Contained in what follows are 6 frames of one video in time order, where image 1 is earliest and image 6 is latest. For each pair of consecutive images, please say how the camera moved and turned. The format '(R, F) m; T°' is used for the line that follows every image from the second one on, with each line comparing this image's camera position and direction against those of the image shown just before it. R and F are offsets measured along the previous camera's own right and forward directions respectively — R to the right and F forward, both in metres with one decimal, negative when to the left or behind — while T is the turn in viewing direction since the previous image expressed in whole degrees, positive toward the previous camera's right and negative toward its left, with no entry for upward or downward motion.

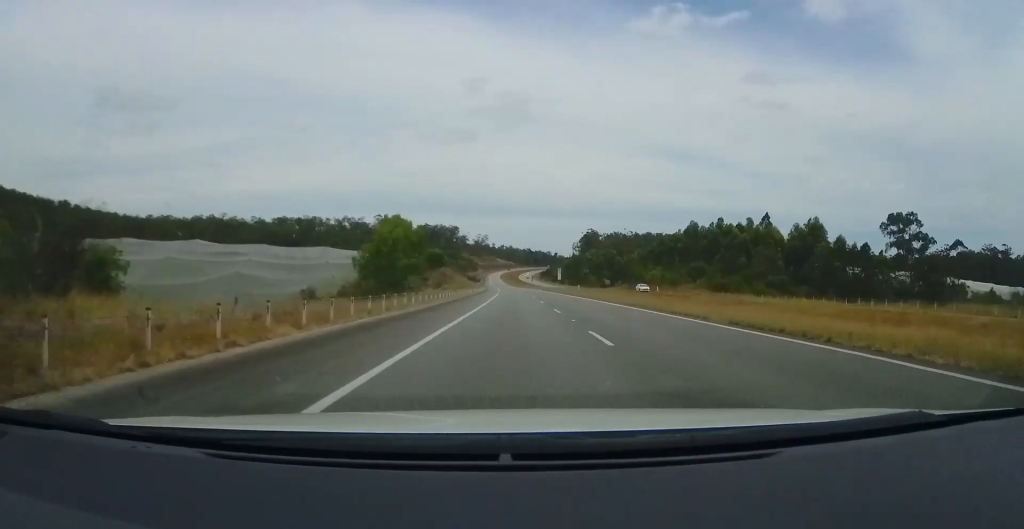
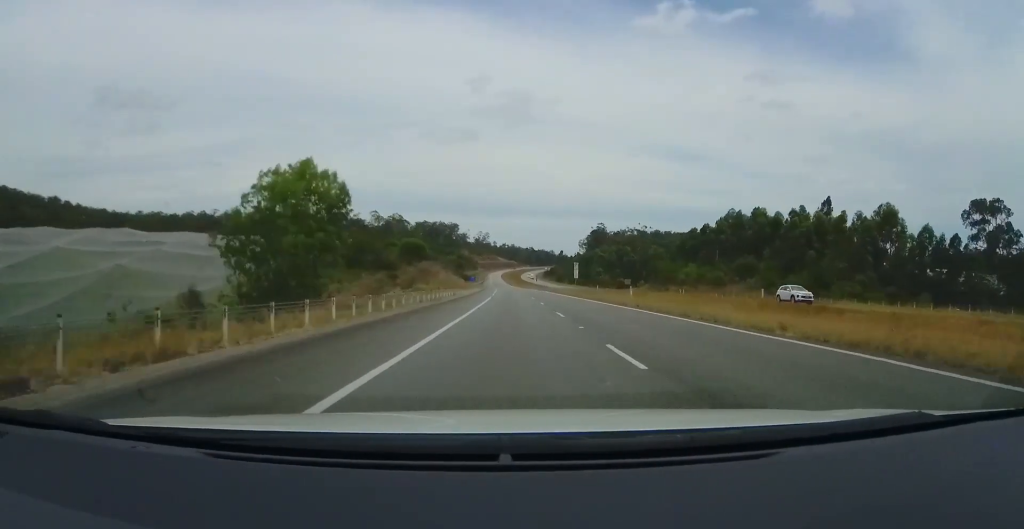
(-0.3, +27.5) m; -1°
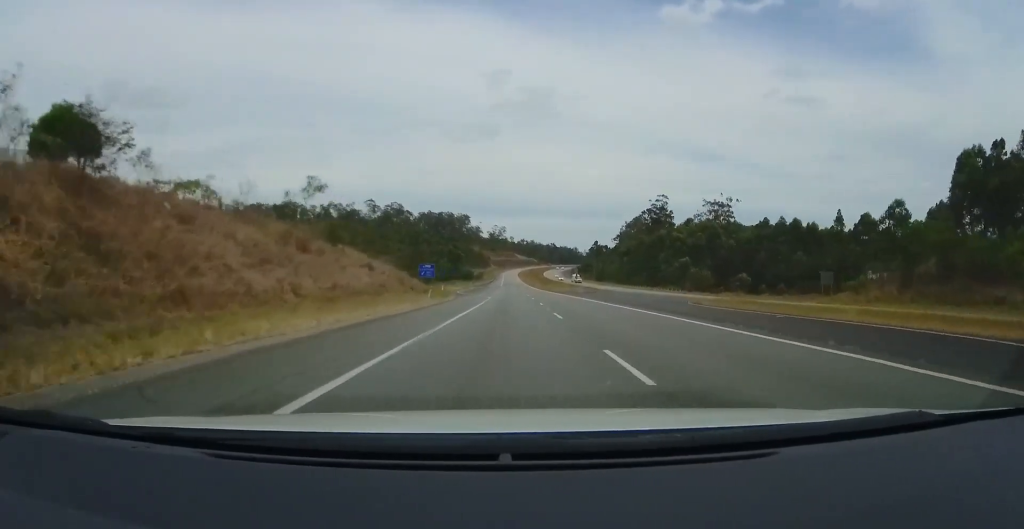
(+0.3, +86.4) m; 0°
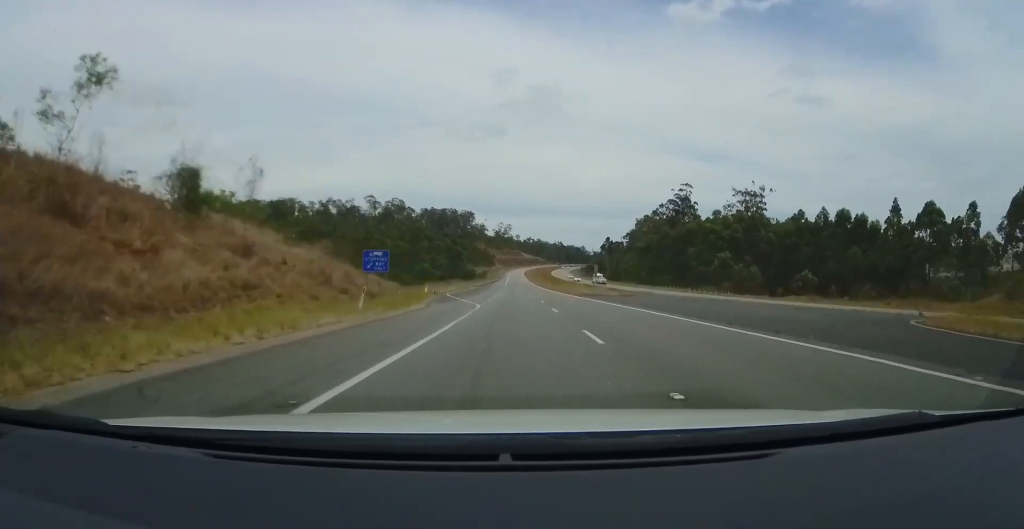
(-0.1, +19.2) m; -1°
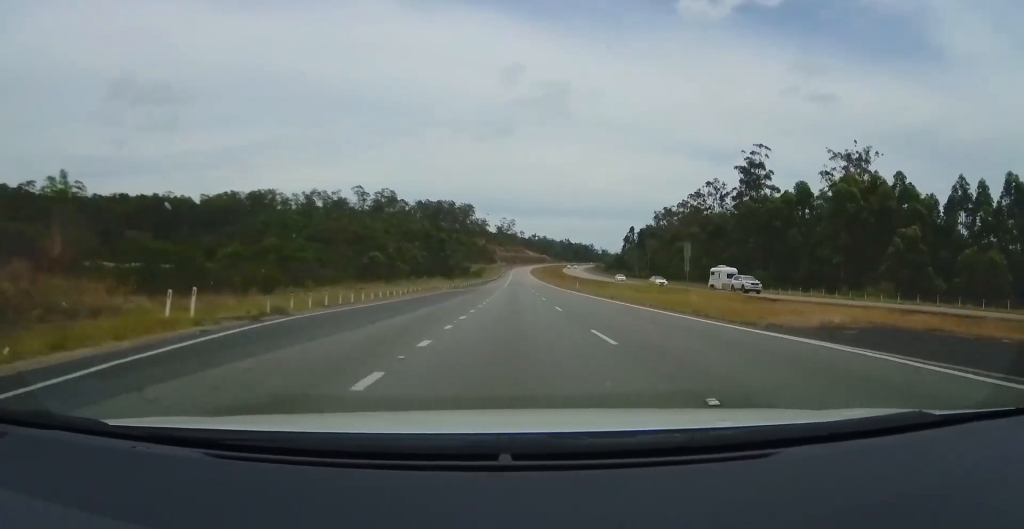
(-0.7, +49.3) m; -2°
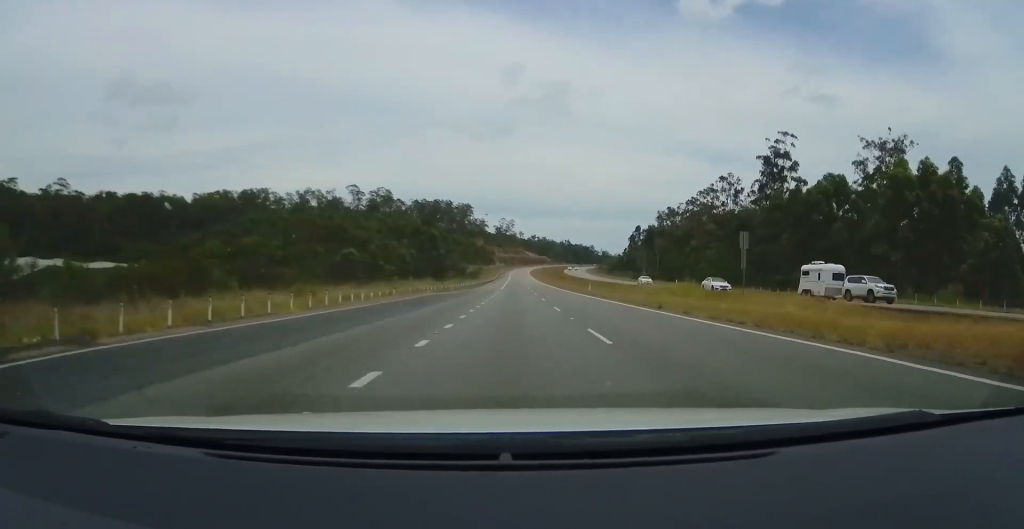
(0.0, +12.0) m; 0°
